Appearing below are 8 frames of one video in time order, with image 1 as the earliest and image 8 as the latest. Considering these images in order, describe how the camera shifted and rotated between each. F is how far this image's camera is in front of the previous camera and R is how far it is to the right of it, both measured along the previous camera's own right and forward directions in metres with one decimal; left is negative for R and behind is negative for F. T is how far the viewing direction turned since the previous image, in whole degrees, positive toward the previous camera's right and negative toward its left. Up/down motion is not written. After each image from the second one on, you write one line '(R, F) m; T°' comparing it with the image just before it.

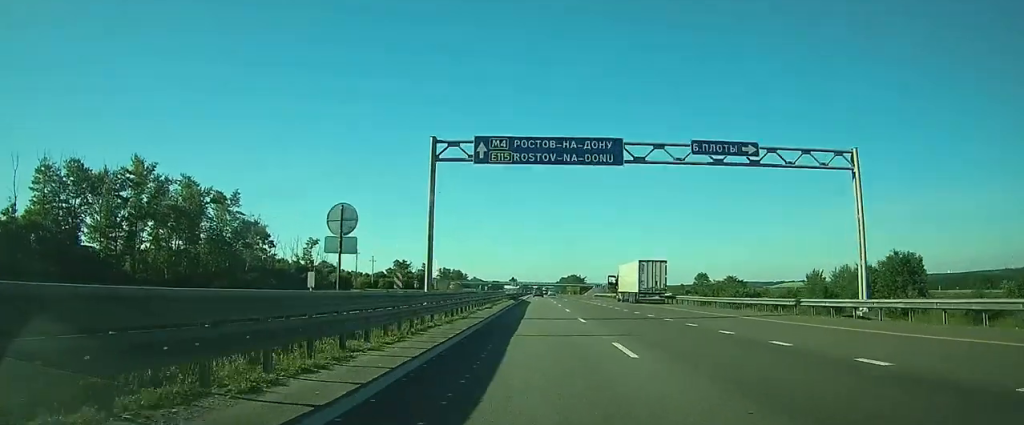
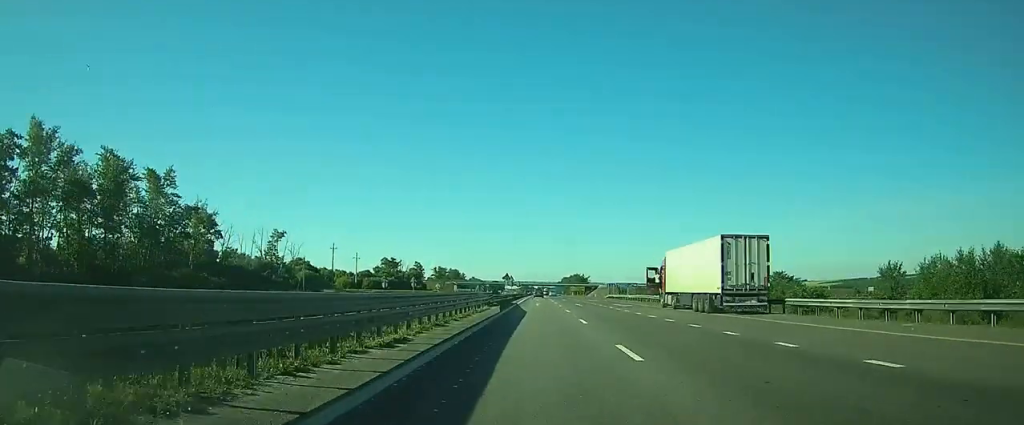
(0.0, +23.9) m; 0°
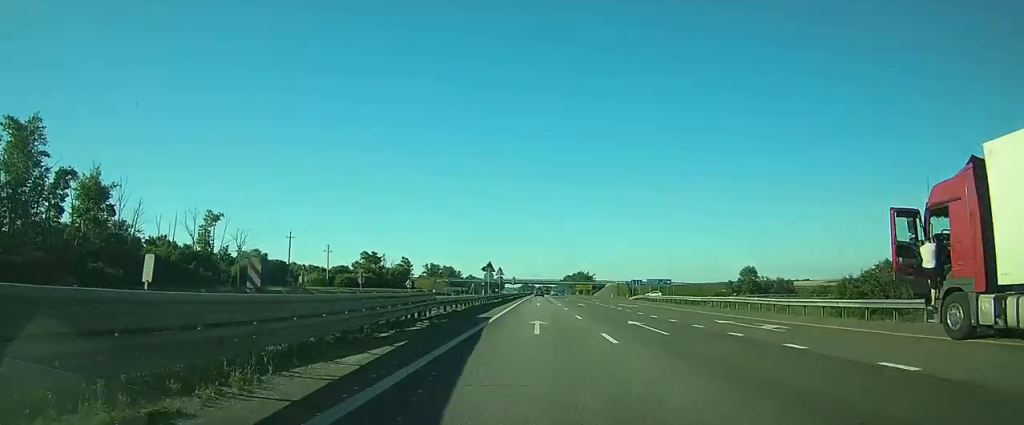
(-0.1, +31.7) m; 0°
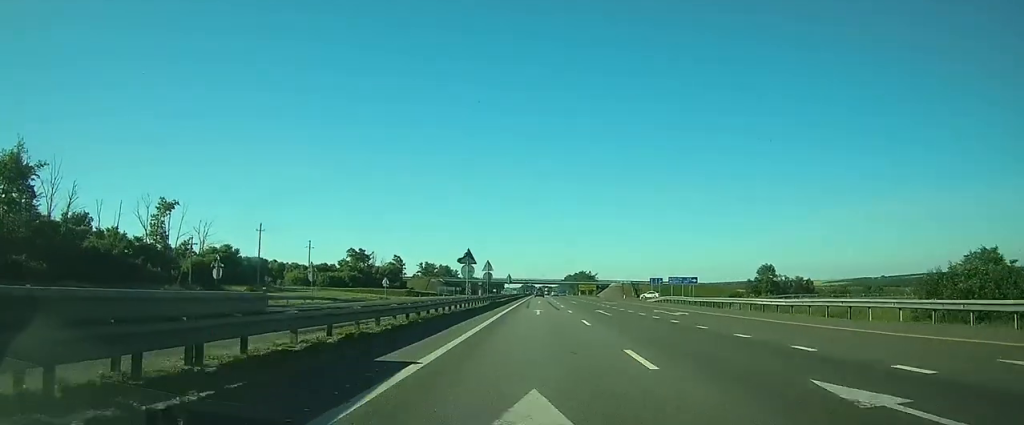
(0.0, +16.1) m; 0°
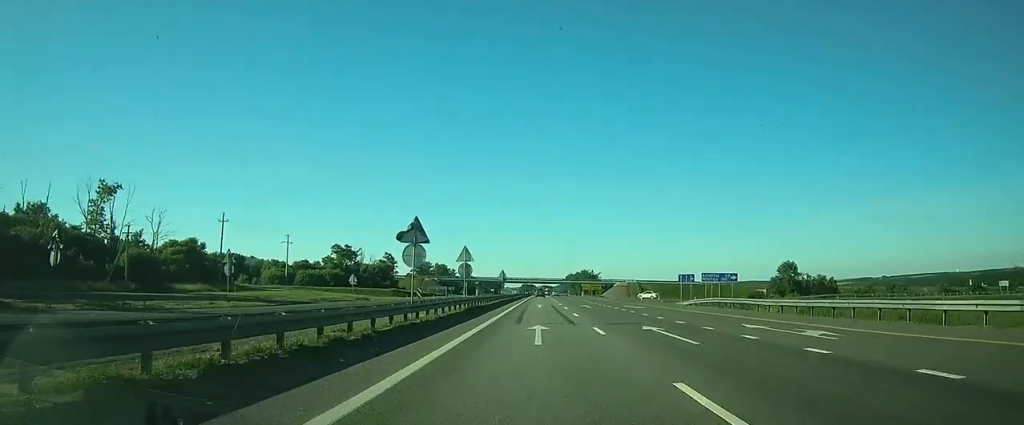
(0.0, +16.2) m; 0°
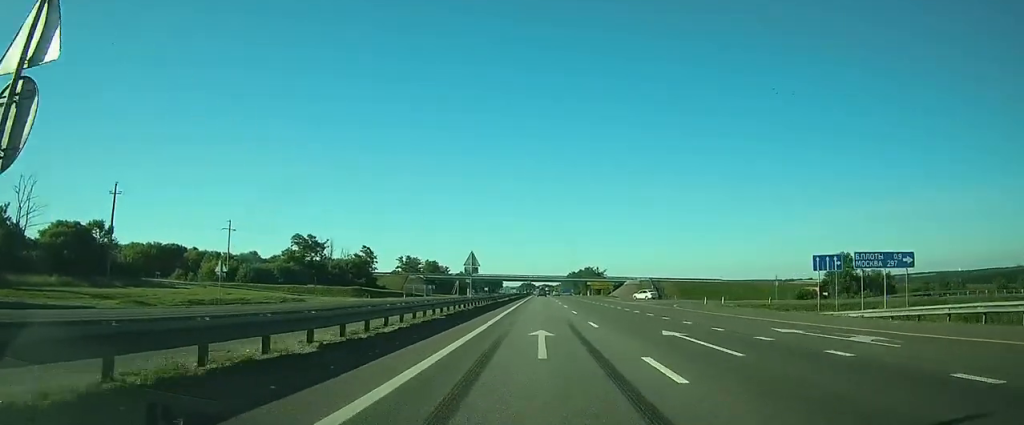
(-0.1, +32.1) m; 0°
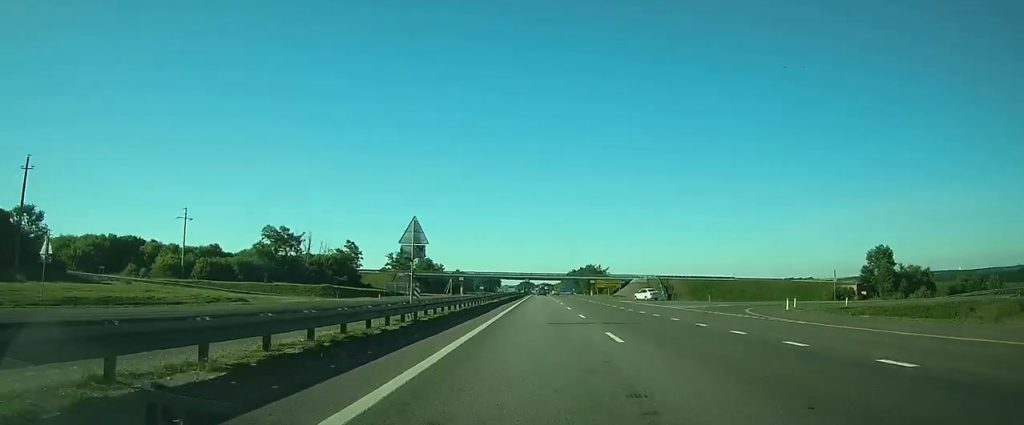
(0.0, +17.6) m; 0°
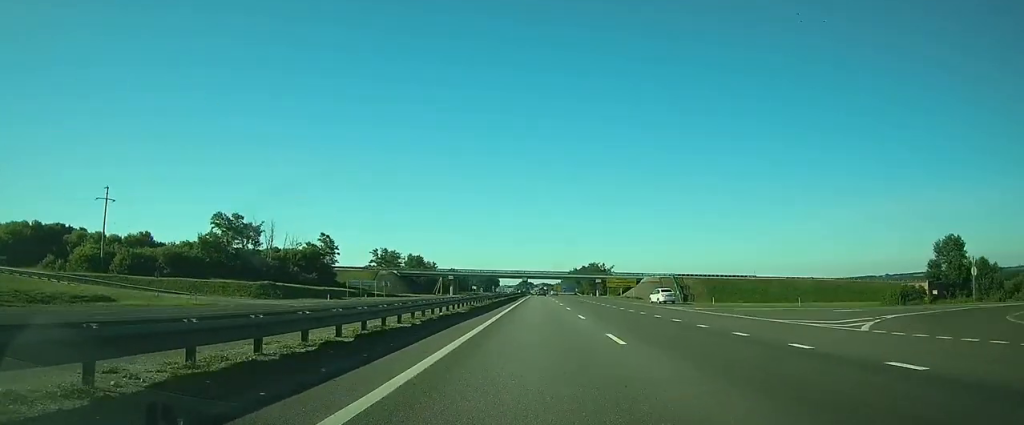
(0.0, +24.1) m; 0°
